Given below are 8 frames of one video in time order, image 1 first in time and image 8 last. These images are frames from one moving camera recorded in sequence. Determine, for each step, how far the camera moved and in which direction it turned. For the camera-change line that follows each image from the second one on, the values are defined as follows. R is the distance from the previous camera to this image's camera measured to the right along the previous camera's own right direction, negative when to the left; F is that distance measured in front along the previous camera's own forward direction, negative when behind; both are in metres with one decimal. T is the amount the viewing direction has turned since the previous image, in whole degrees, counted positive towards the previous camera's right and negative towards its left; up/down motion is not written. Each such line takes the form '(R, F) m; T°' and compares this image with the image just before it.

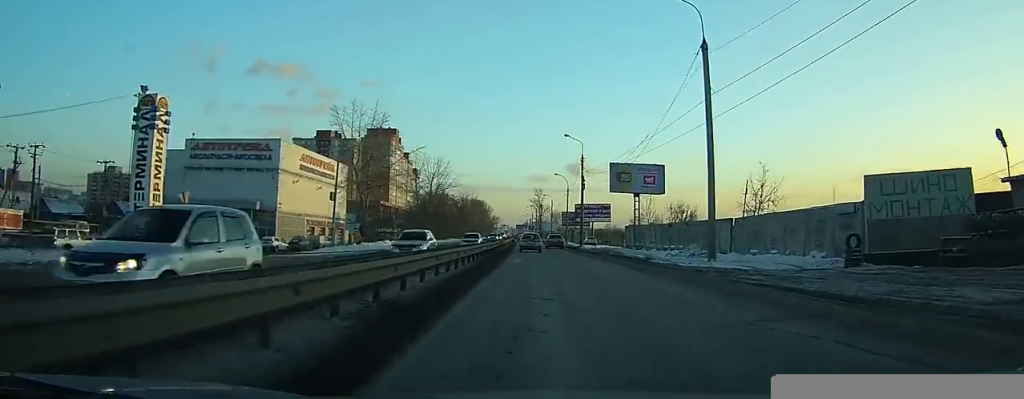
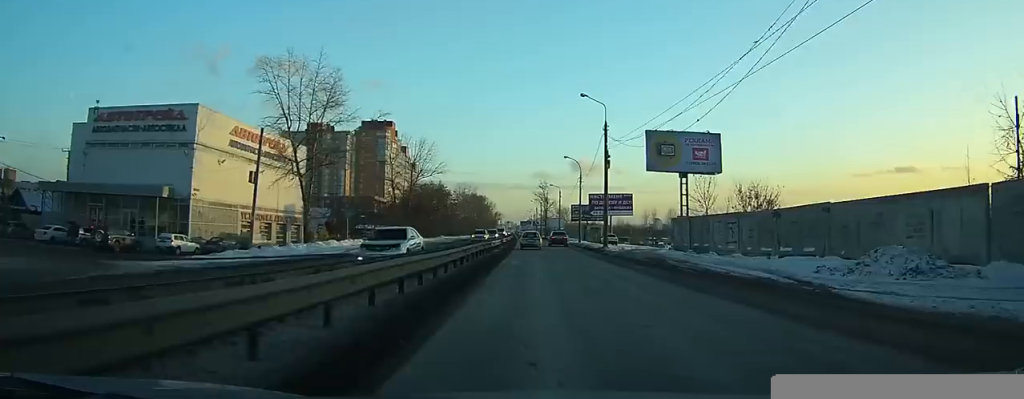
(-0.1, +18.5) m; -1°
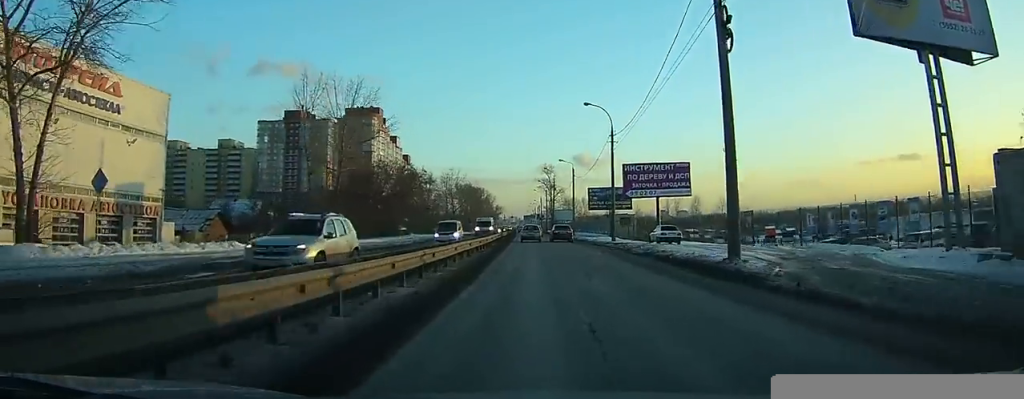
(-0.3, +29.7) m; -1°
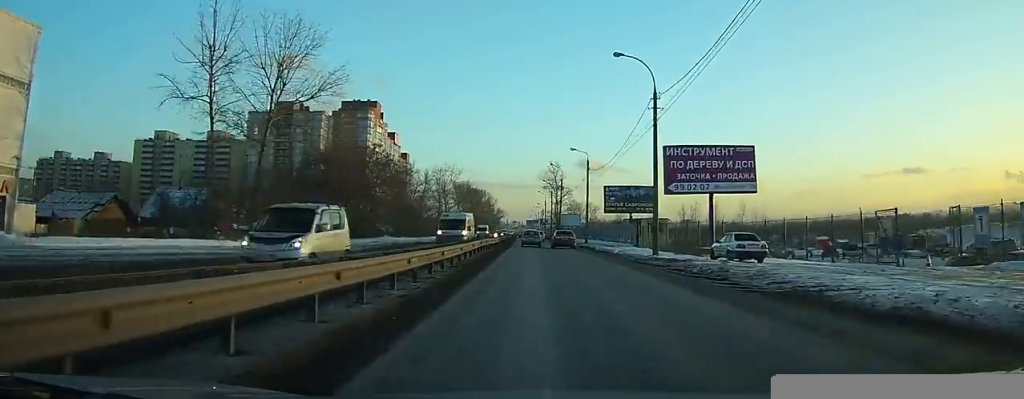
(0.0, +15.2) m; 0°
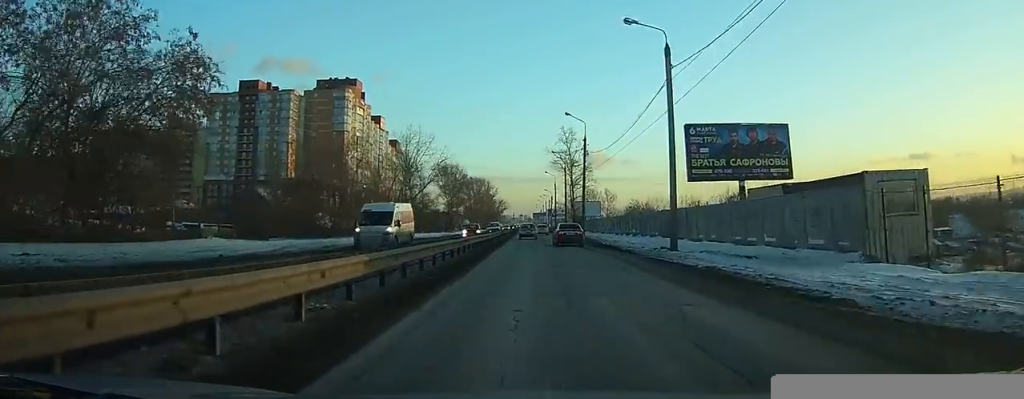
(-0.1, +36.6) m; 0°
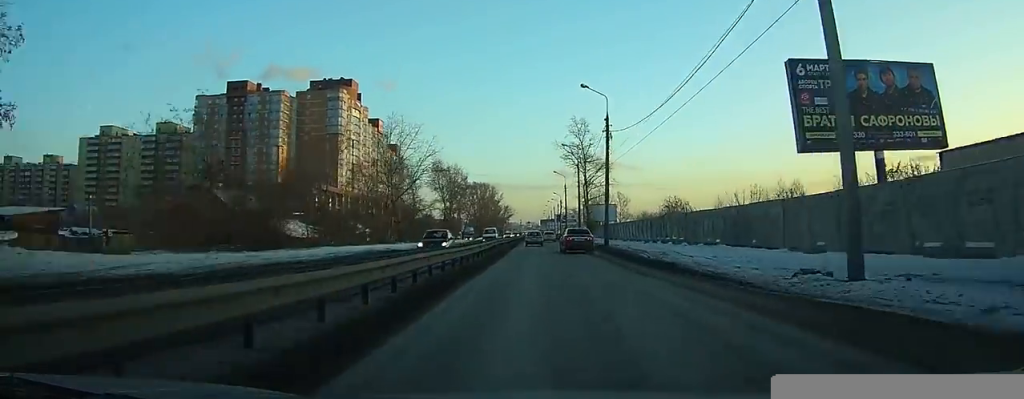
(0.0, +13.7) m; 0°
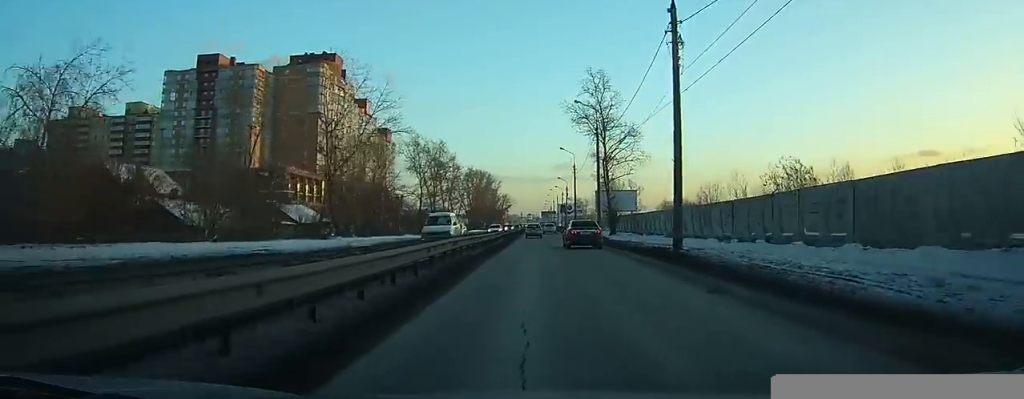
(-0.1, +21.1) m; -1°
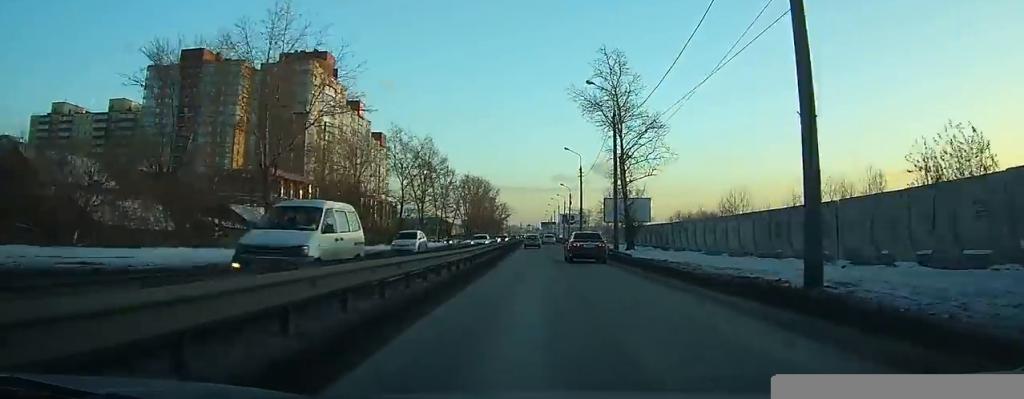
(0.0, +10.8) m; 0°
